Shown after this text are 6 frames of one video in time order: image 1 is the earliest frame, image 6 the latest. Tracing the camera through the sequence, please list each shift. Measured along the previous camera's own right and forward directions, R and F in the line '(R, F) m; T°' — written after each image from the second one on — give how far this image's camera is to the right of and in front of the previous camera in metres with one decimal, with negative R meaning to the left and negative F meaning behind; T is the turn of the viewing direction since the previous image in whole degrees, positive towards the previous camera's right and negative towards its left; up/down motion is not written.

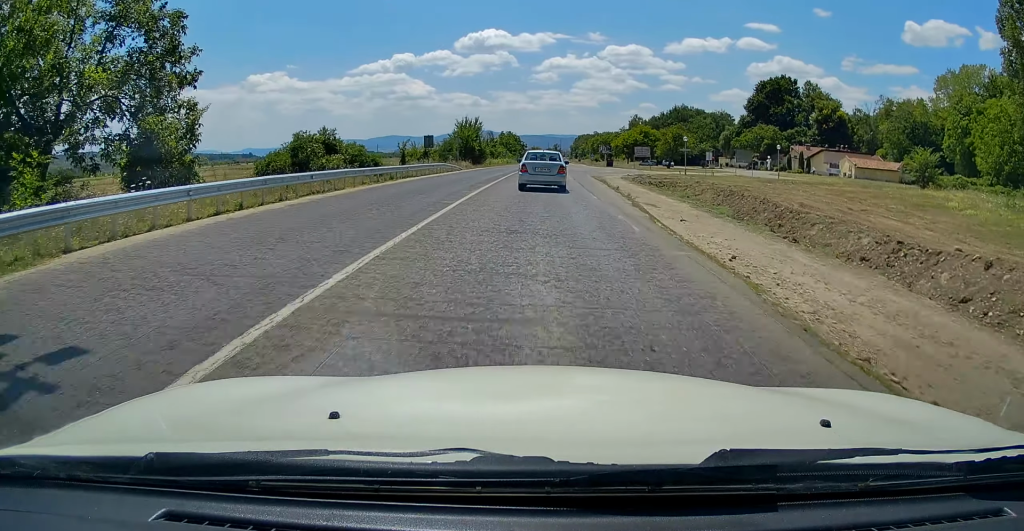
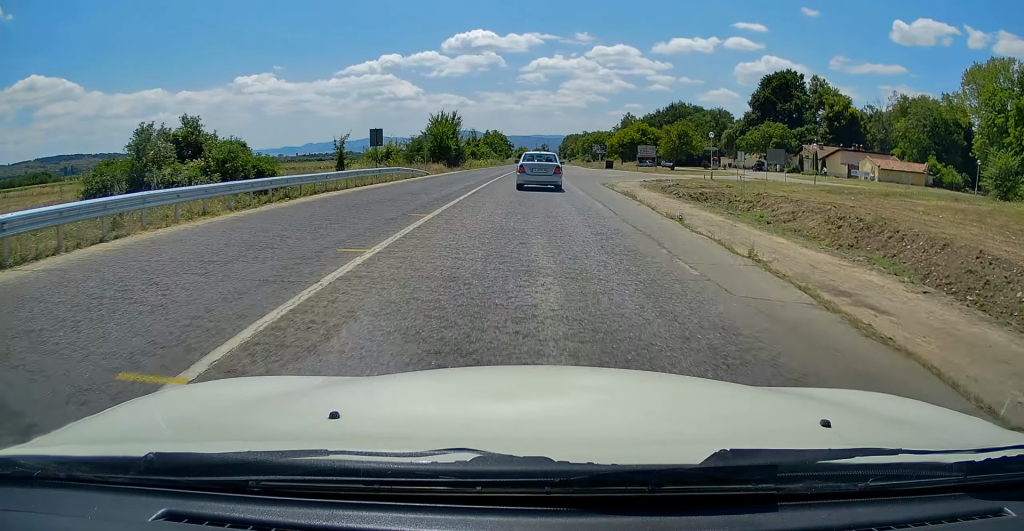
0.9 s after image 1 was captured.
(+0.2, +13.7) m; +1°
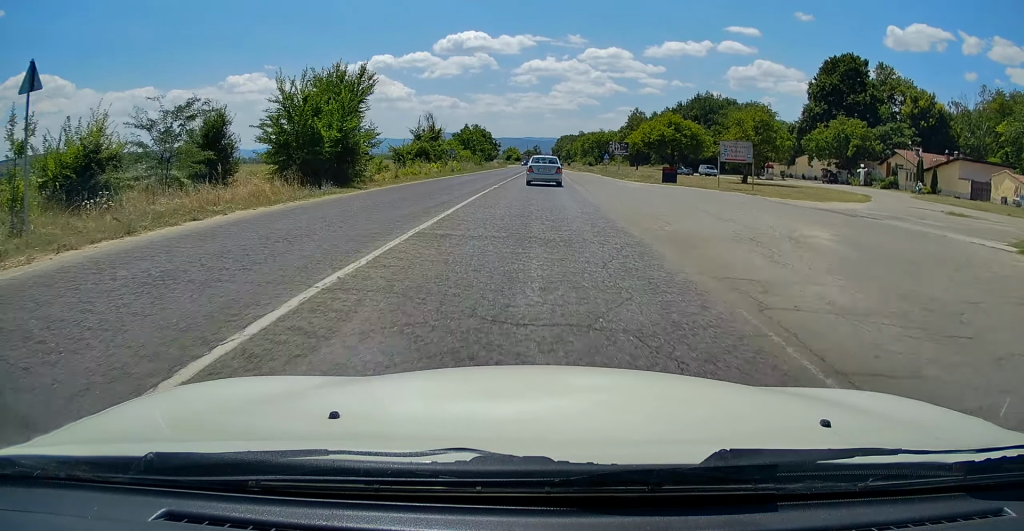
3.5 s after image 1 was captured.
(+0.8, +38.8) m; +2°
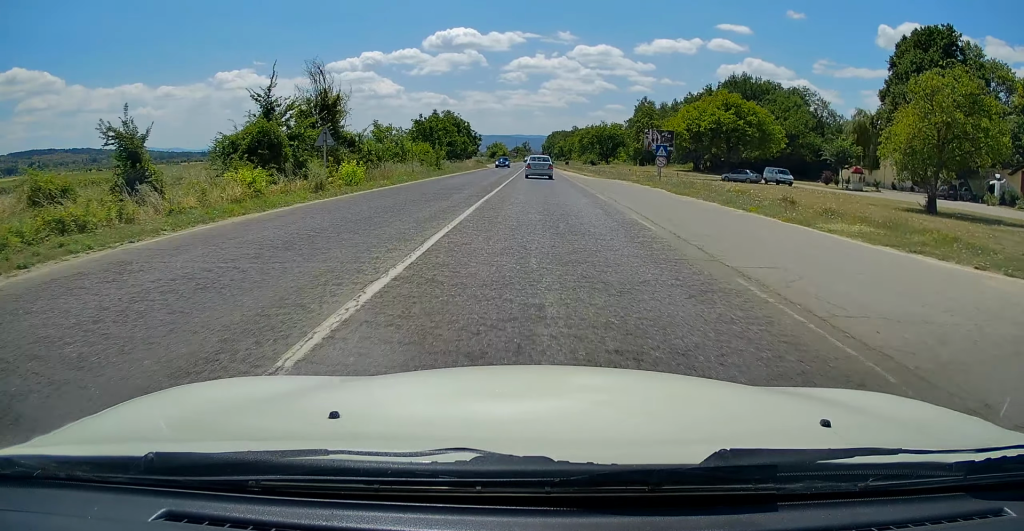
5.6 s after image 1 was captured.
(+0.2, +33.7) m; +1°
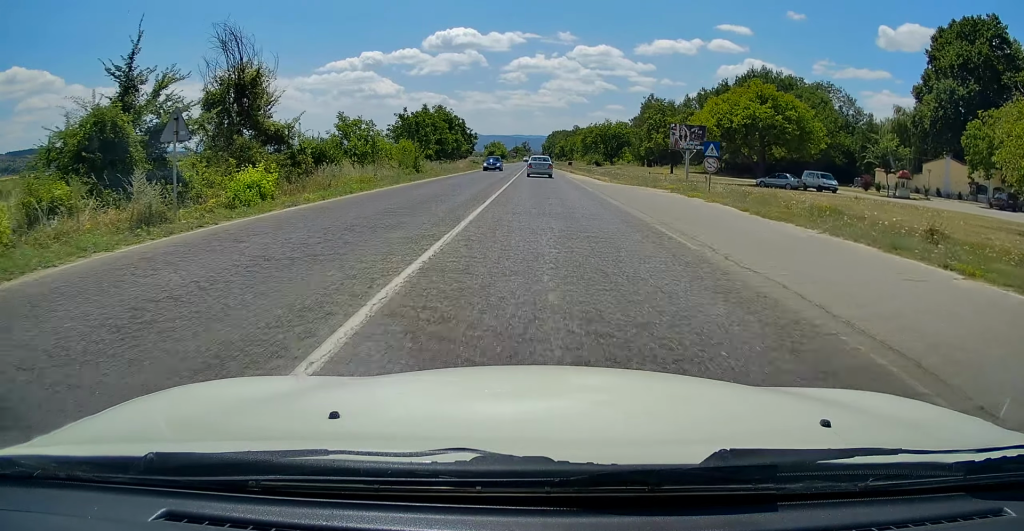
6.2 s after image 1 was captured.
(0.0, +10.5) m; 0°
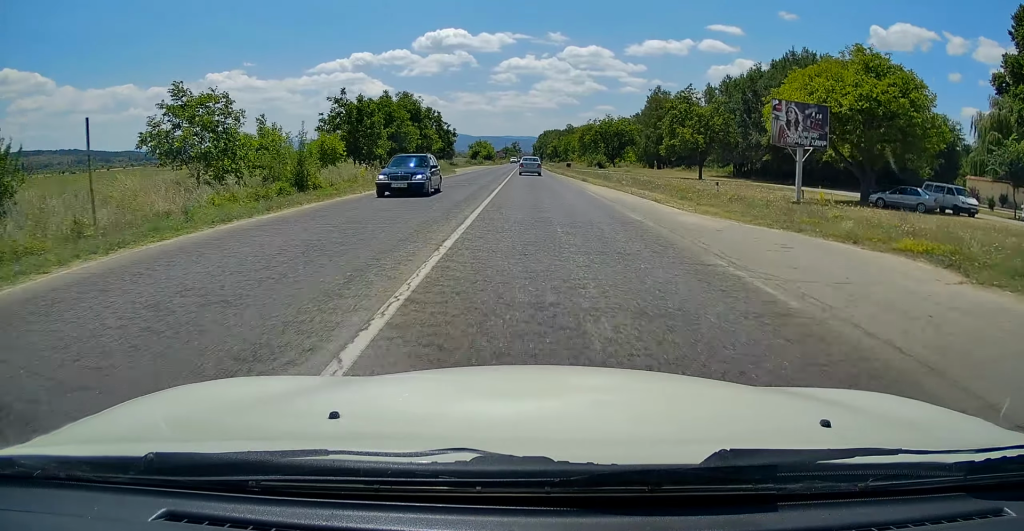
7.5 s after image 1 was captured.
(+0.1, +21.4) m; 0°
